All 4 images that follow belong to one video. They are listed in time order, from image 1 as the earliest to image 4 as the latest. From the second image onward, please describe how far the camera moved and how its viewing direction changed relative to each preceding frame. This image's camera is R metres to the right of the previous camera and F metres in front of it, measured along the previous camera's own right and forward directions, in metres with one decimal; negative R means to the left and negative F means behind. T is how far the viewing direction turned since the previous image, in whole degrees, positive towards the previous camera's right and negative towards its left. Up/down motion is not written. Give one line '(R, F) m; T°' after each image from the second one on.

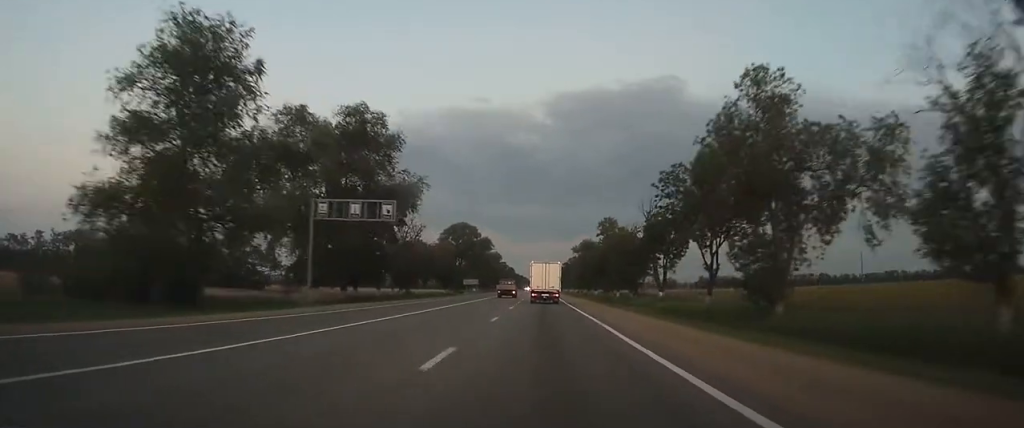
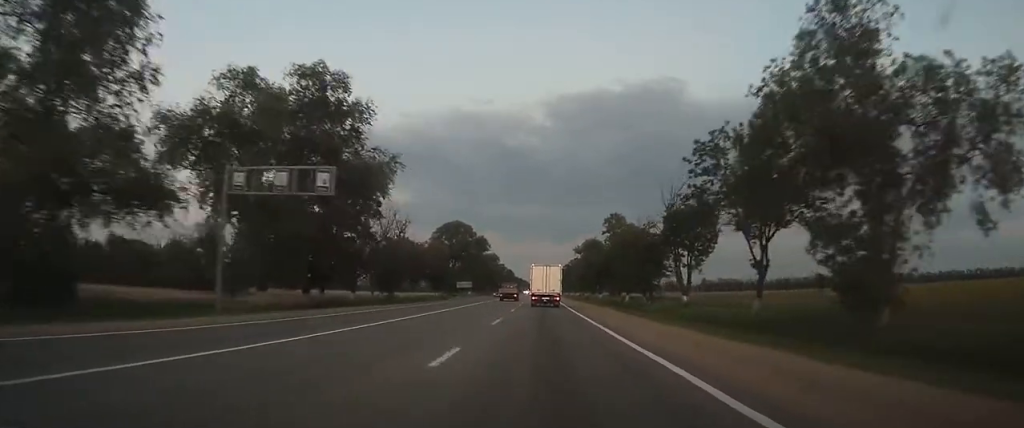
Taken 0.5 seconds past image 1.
(0.0, +11.6) m; 0°
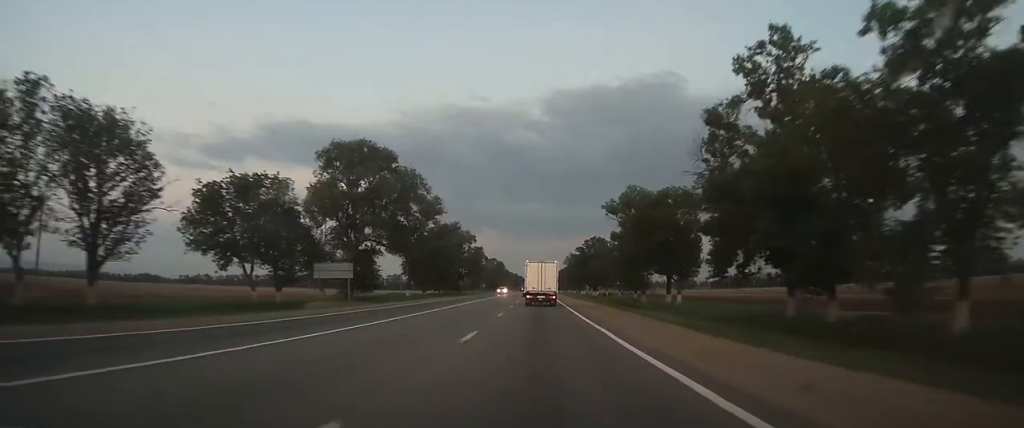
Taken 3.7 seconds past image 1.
(+0.2, +79.3) m; 0°
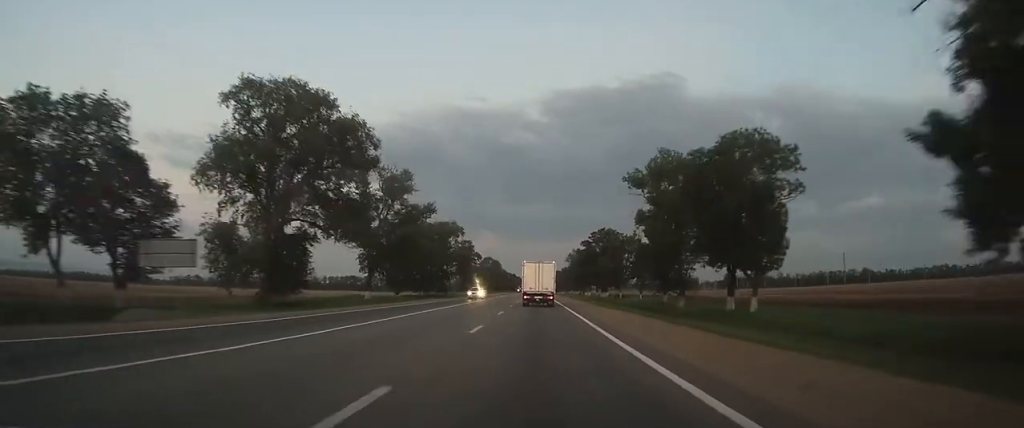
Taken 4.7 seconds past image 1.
(0.0, +22.1) m; 0°
